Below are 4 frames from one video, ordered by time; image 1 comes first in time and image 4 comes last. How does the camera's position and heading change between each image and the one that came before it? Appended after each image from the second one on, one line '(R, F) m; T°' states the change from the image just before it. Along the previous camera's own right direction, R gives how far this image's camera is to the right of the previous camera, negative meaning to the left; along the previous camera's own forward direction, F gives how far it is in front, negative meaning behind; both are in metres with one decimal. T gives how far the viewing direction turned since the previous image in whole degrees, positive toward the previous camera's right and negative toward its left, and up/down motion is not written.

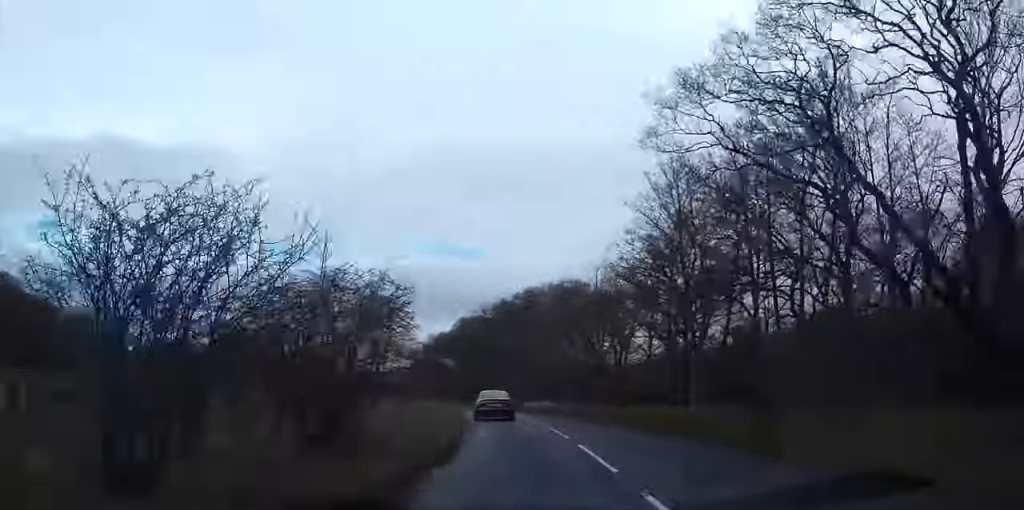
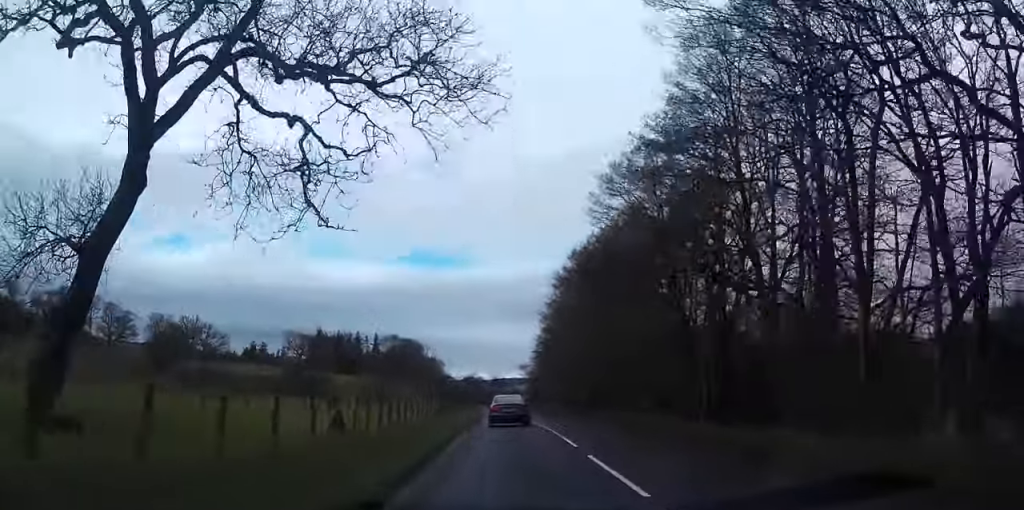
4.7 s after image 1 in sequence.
(-7.4, +100.8) m; -8°
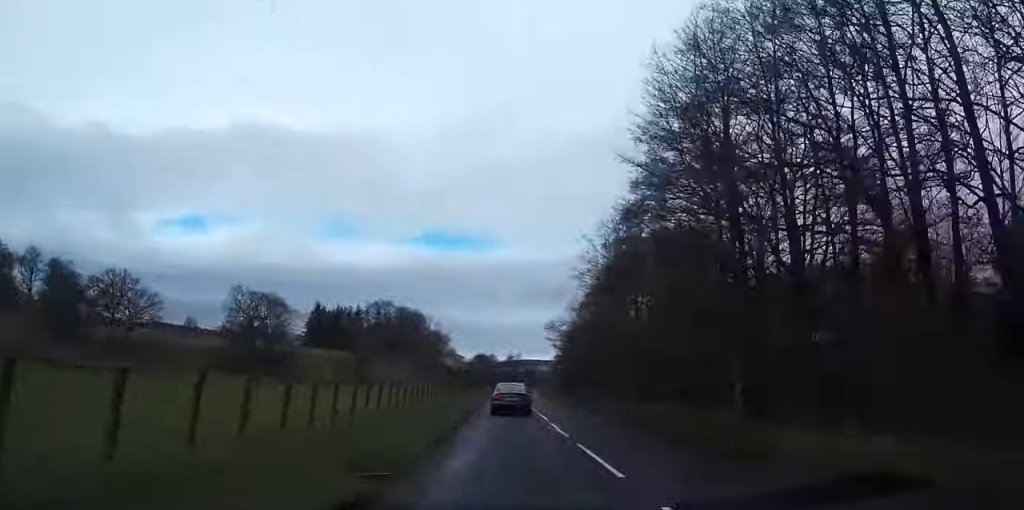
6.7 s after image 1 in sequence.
(-0.6, +42.7) m; -2°
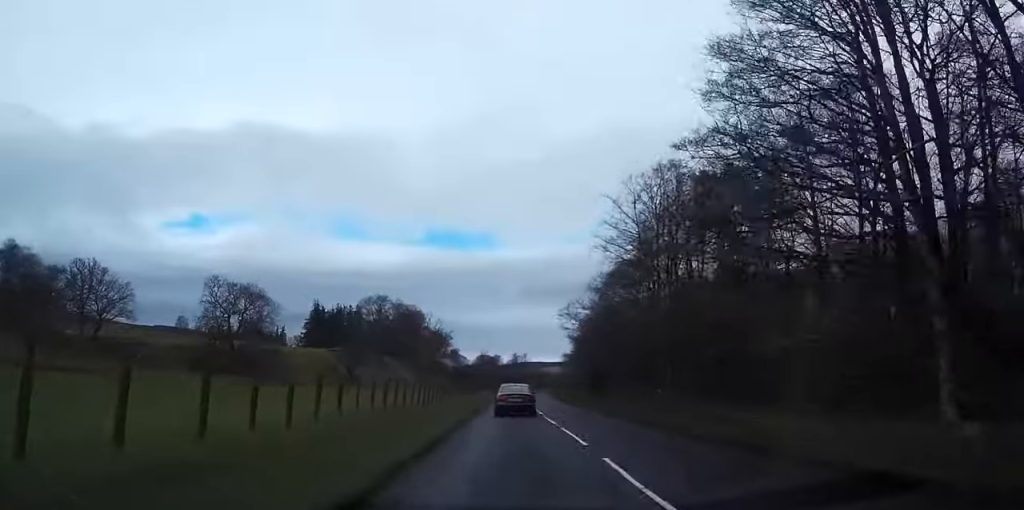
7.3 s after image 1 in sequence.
(0.0, +12.9) m; 0°
